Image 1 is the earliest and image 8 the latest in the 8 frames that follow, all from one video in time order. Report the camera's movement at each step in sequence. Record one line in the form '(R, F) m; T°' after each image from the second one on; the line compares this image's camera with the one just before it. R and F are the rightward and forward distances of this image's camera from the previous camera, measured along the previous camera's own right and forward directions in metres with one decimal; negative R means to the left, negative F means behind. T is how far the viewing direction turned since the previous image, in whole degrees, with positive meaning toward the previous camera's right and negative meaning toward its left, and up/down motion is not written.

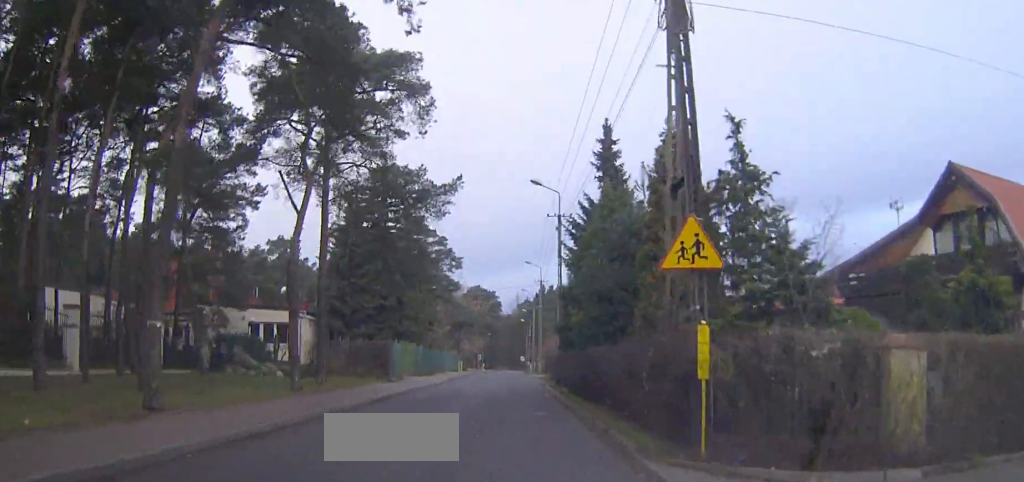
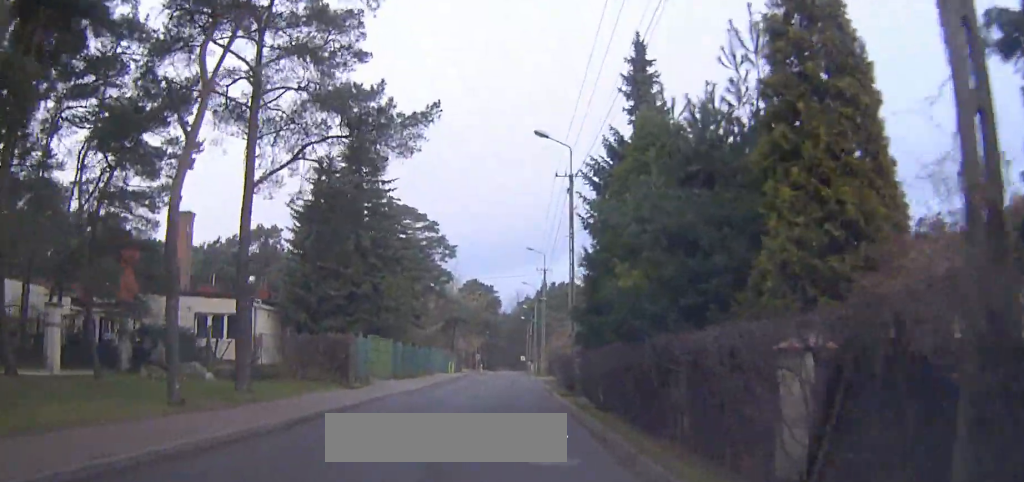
(0.0, +8.2) m; -1°
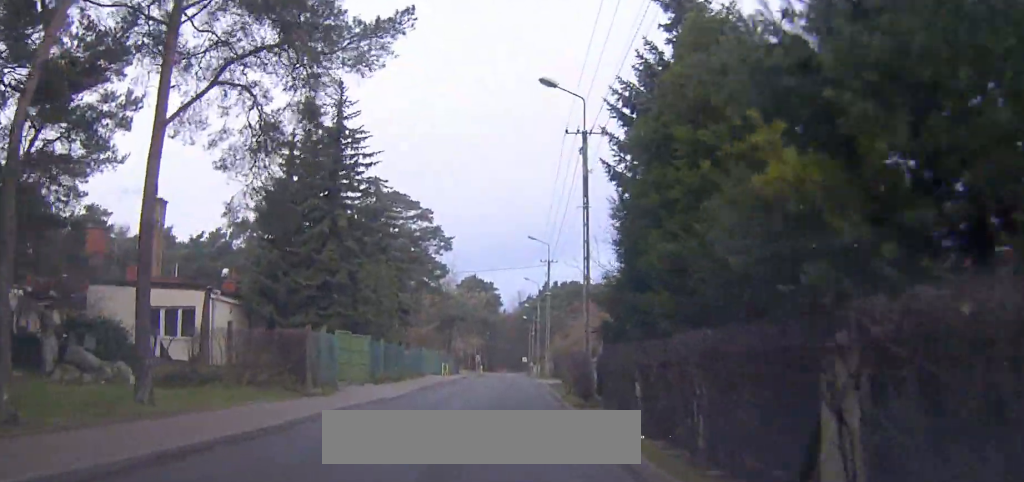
(-0.1, +5.6) m; 0°
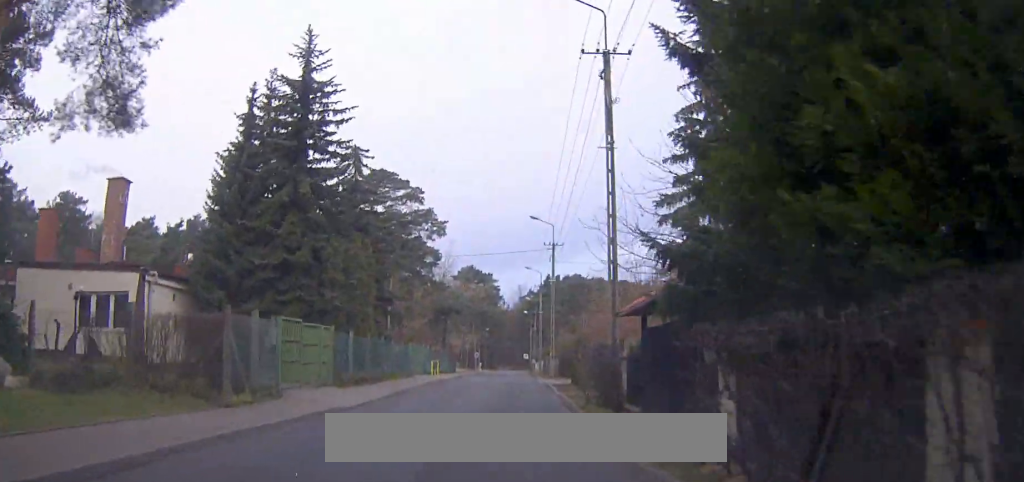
(0.0, +6.1) m; 0°
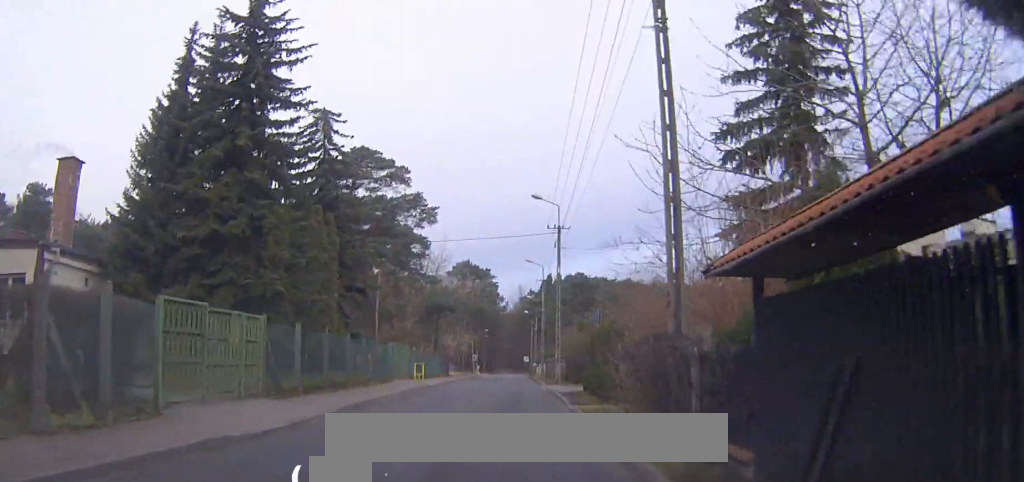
(+0.1, +6.6) m; -1°
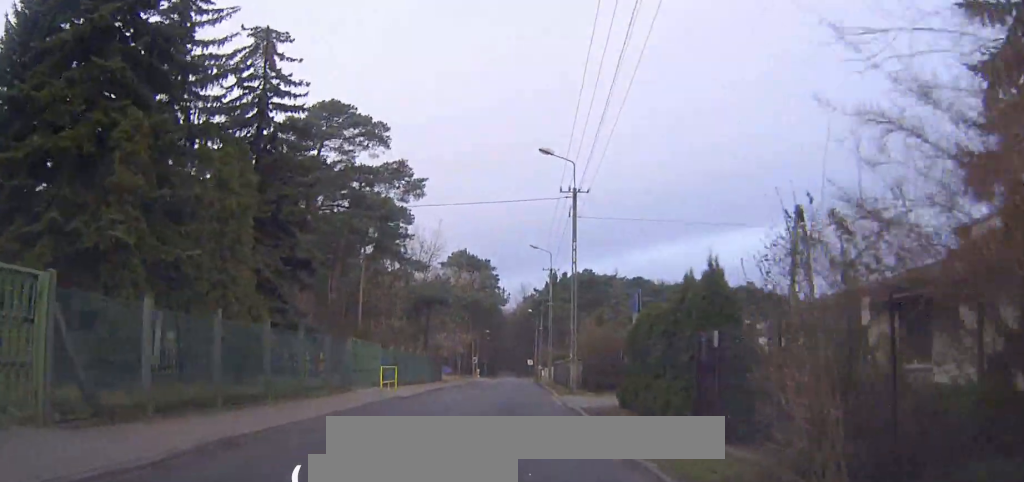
(-0.2, +9.2) m; 0°
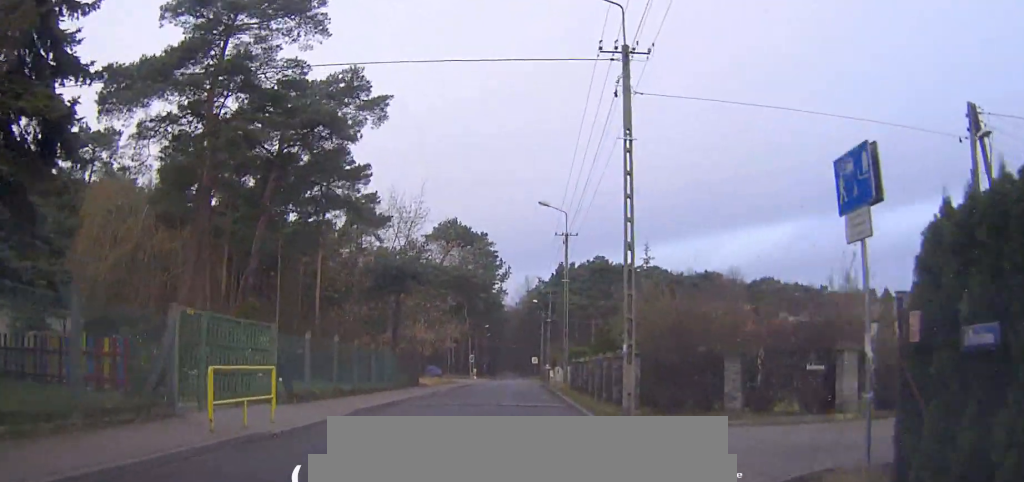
(+0.1, +14.8) m; +1°
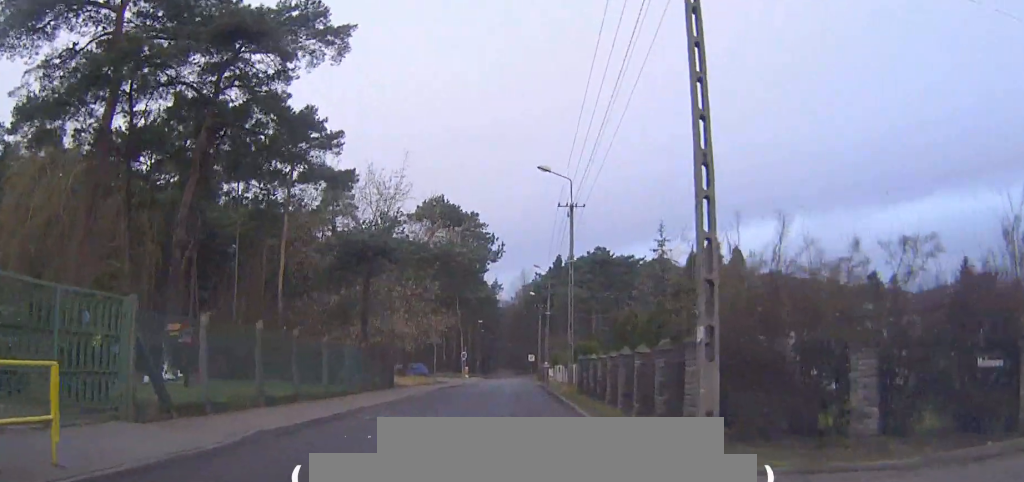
(0.0, +7.0) m; +2°
